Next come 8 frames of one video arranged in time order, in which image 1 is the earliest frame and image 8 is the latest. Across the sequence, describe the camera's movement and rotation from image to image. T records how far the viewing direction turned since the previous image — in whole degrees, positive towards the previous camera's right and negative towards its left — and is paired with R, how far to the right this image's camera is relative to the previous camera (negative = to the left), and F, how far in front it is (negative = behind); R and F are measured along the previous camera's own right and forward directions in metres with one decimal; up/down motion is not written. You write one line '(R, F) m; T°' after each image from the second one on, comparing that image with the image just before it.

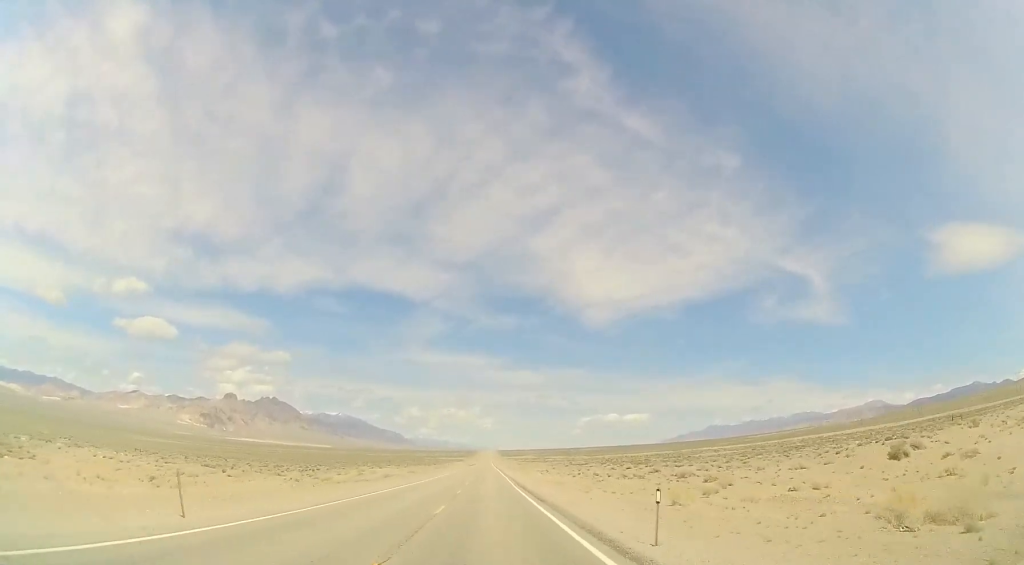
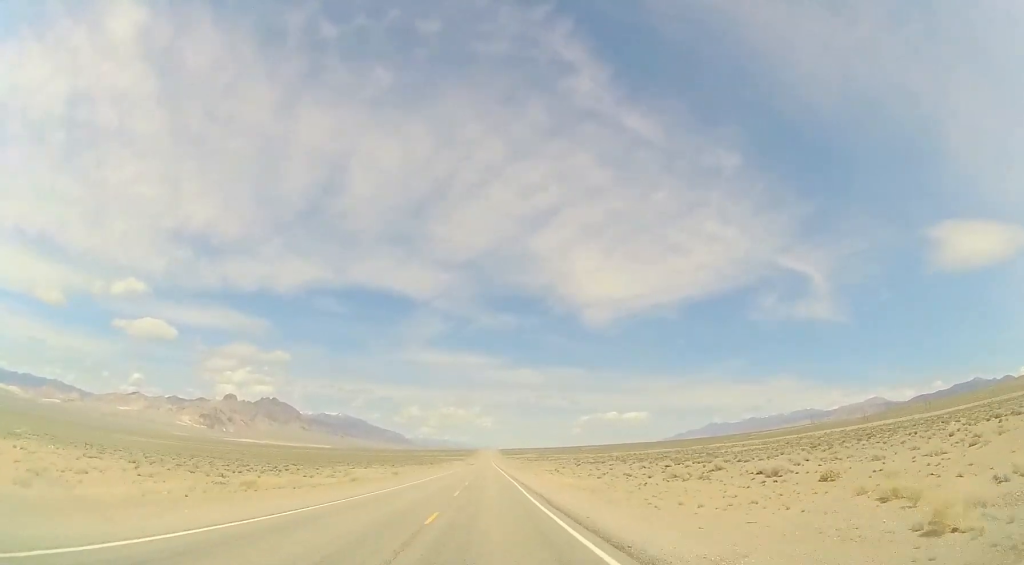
(0.0, +16.7) m; 0°
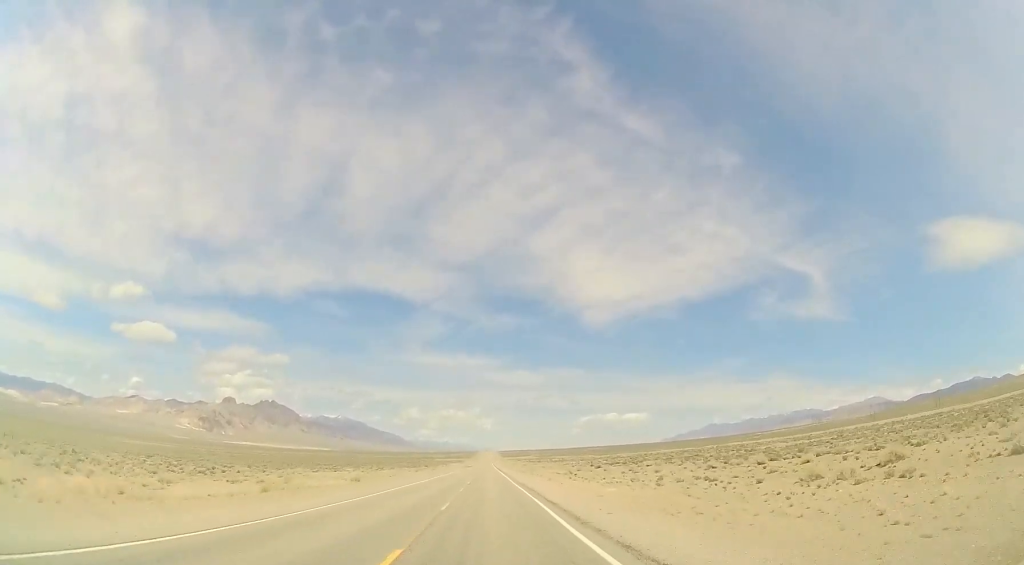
(0.0, +20.0) m; 0°
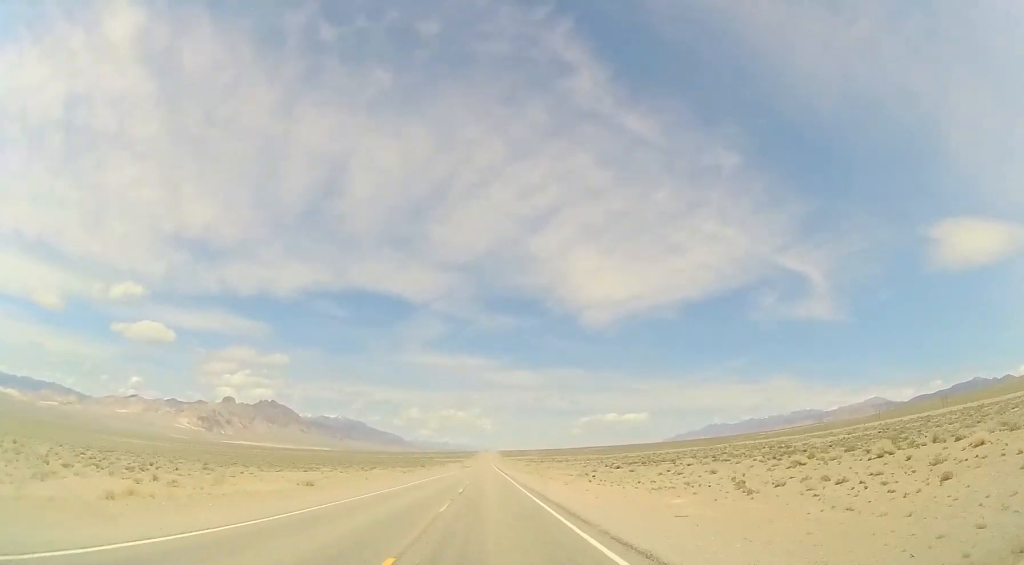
(0.0, +13.4) m; 0°
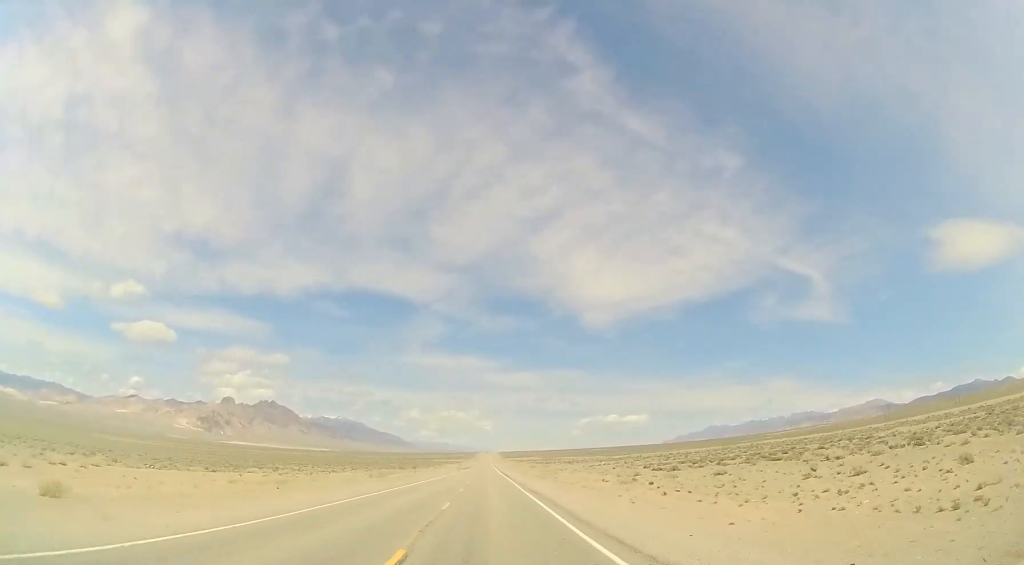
(0.0, +23.5) m; 0°
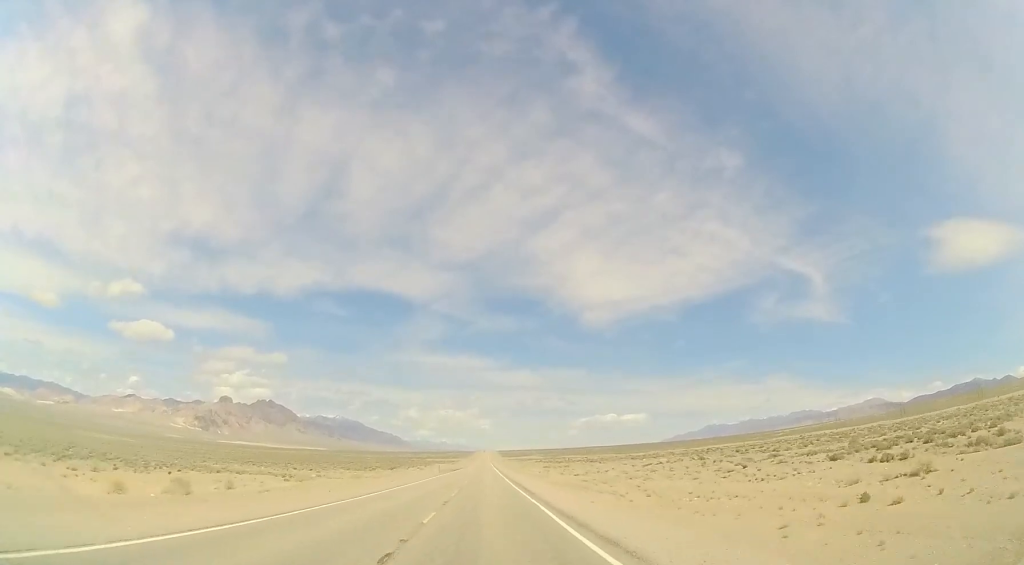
(-0.1, +41.5) m; 0°
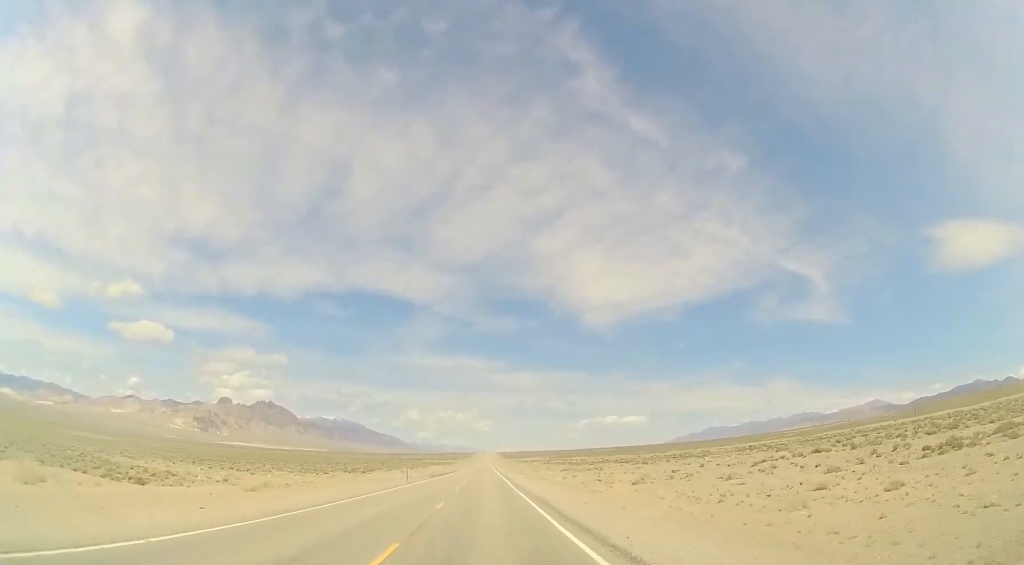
(0.0, +31.7) m; 0°
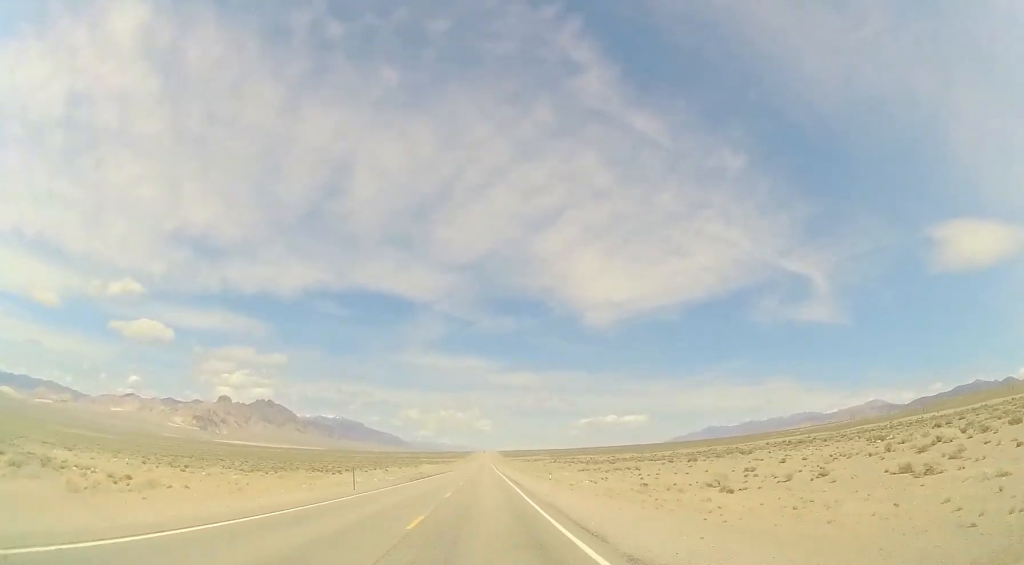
(-0.1, +19.3) m; 0°
